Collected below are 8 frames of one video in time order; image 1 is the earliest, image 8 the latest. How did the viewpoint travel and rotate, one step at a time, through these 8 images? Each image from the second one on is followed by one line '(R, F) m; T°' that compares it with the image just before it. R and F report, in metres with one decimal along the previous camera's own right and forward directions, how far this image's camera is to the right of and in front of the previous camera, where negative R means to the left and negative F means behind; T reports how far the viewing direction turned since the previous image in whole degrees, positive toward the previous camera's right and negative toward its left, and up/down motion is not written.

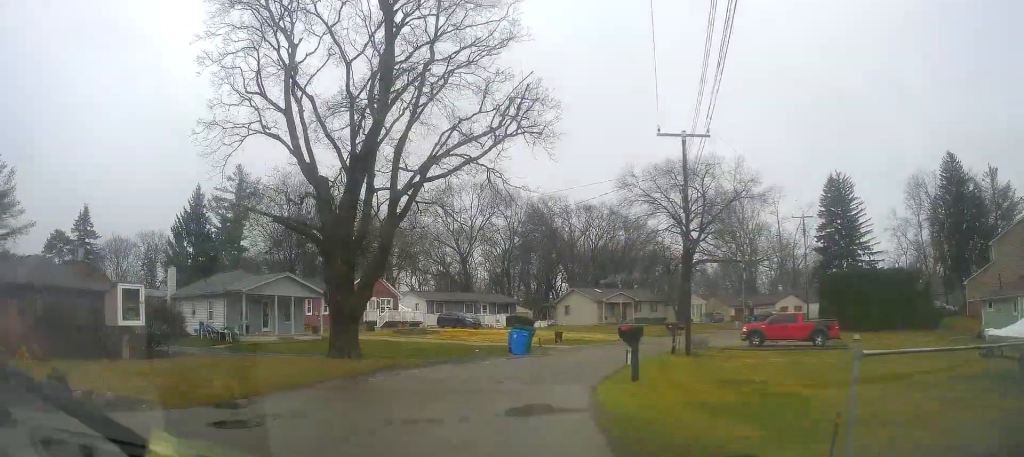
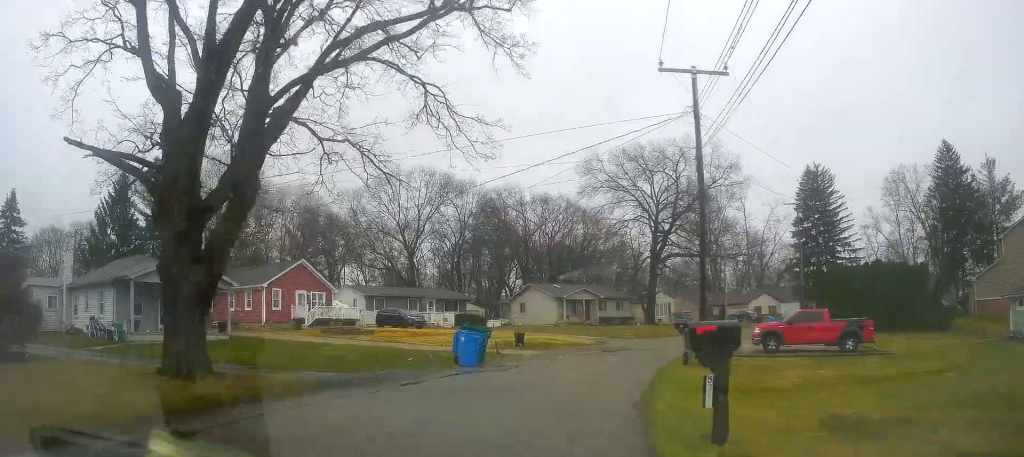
(-0.1, +7.3) m; +4°
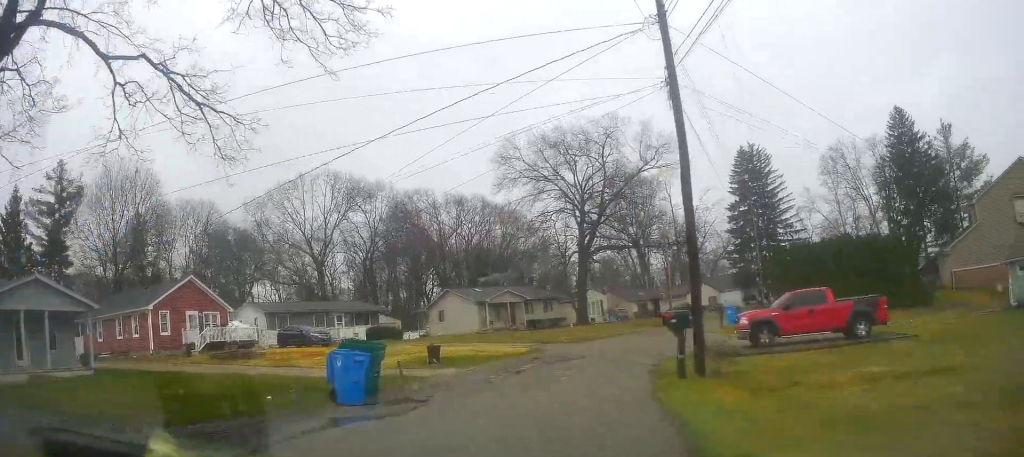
(+0.4, +6.0) m; +7°
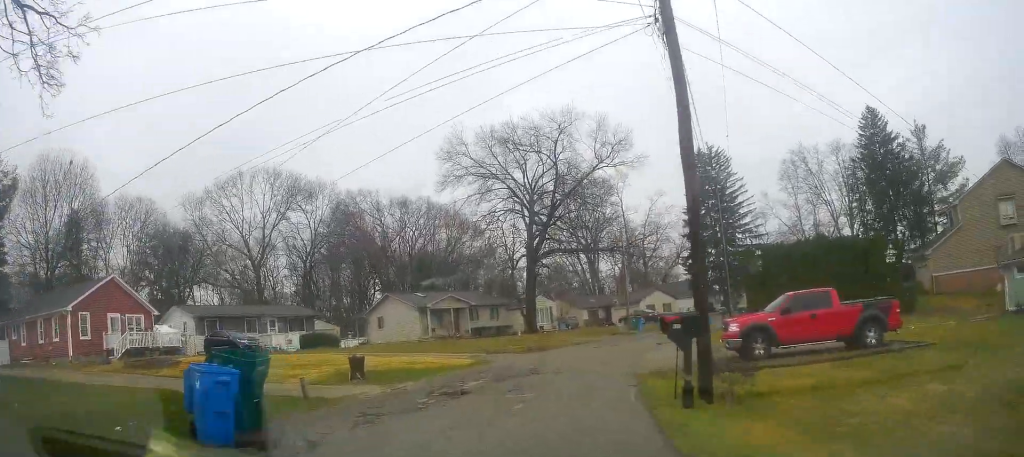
(0.0, +3.6) m; +5°
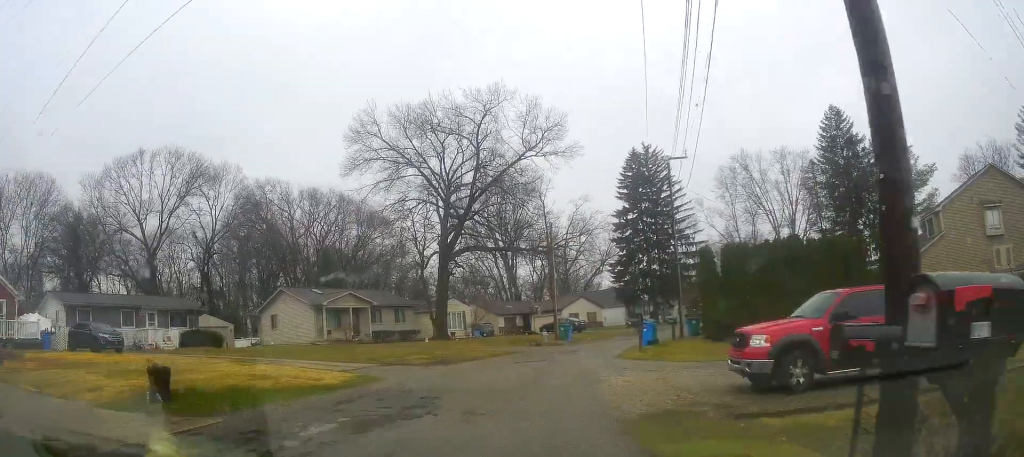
(+0.6, +6.4) m; +8°
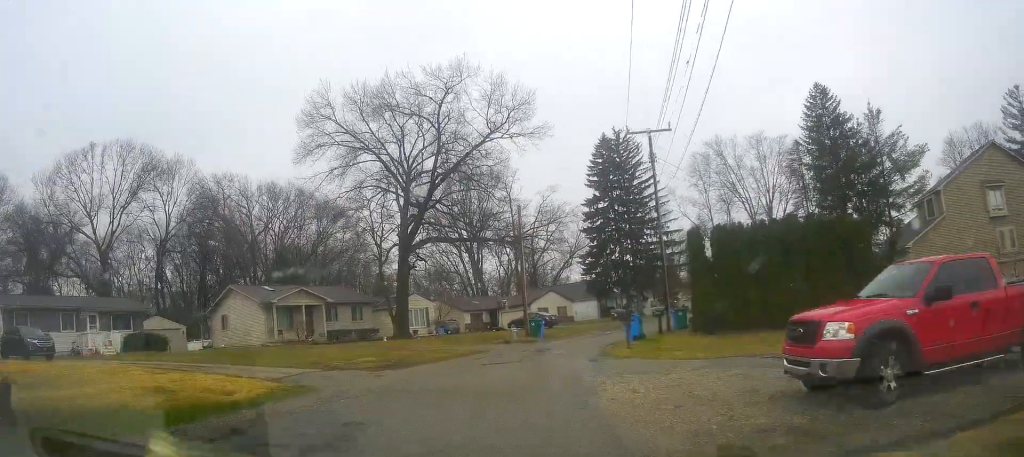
(+0.1, +3.5) m; +4°
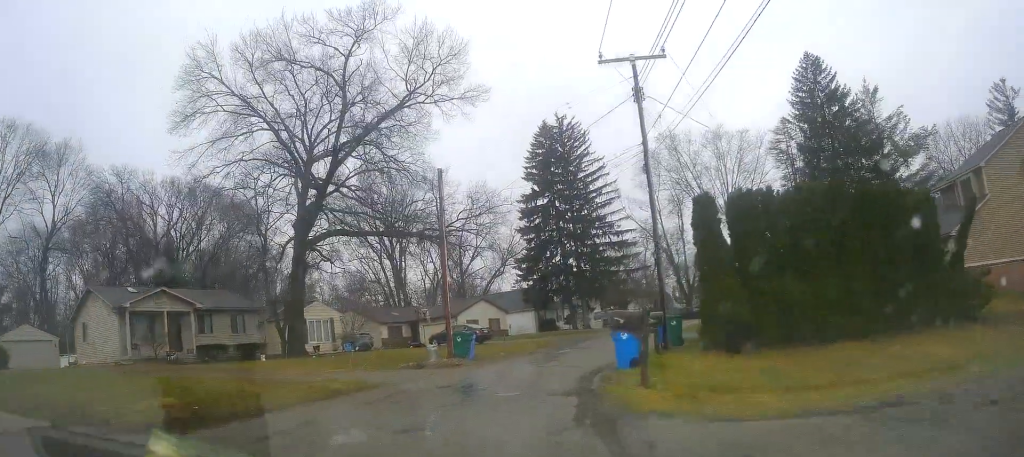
(+1.0, +9.9) m; +11°
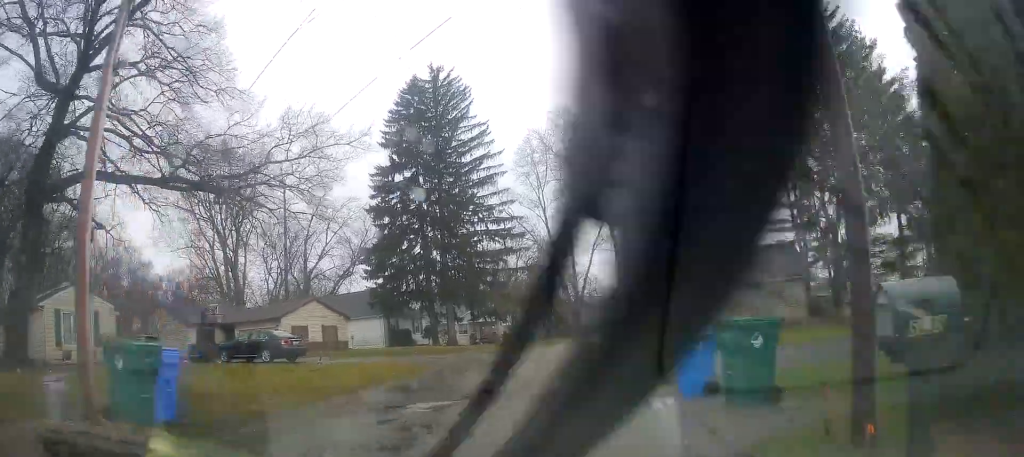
(+2.1, +15.4) m; +11°
